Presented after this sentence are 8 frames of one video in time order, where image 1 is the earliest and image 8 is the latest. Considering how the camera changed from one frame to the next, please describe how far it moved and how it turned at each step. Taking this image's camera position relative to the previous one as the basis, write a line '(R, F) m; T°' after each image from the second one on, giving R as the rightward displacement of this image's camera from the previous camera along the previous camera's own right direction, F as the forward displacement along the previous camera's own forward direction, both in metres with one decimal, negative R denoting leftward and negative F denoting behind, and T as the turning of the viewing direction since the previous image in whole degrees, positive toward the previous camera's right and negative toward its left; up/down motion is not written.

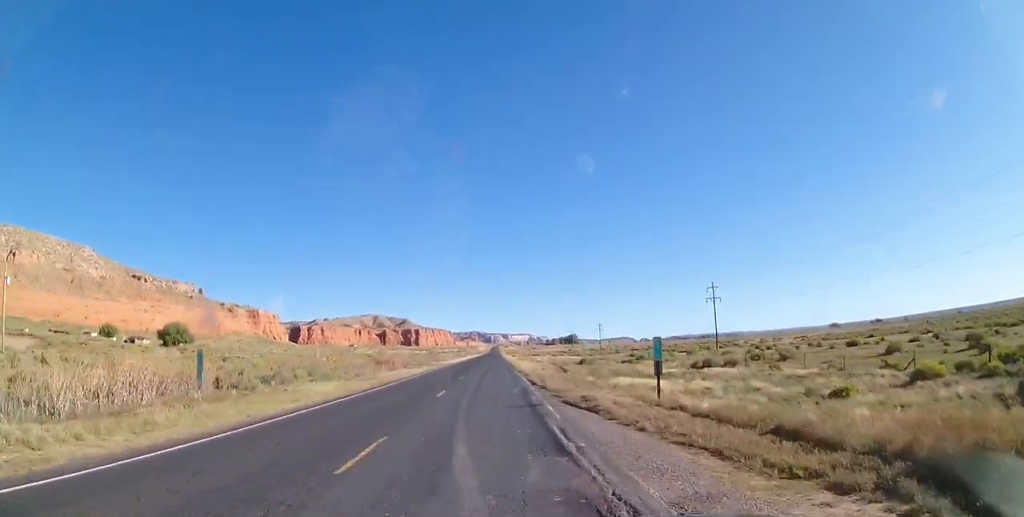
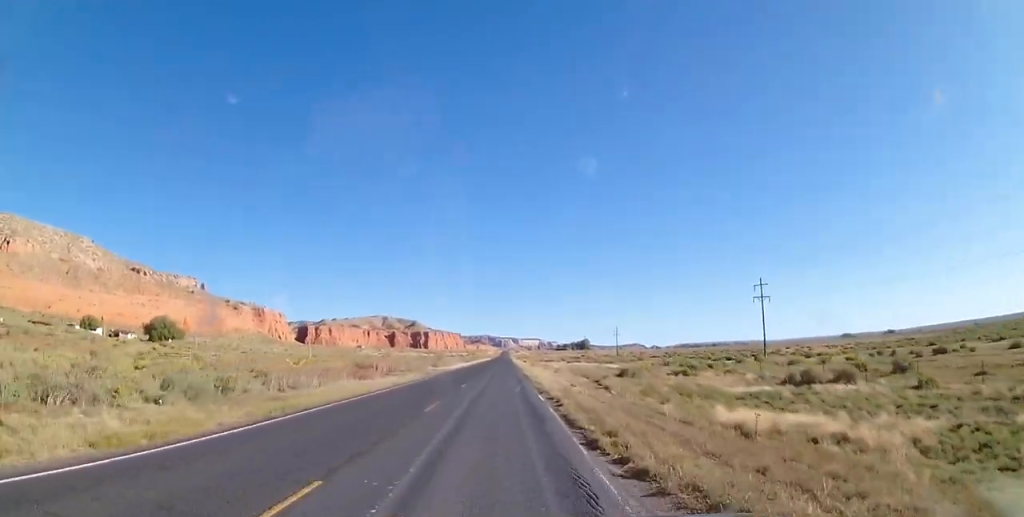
(+0.1, +15.9) m; 0°
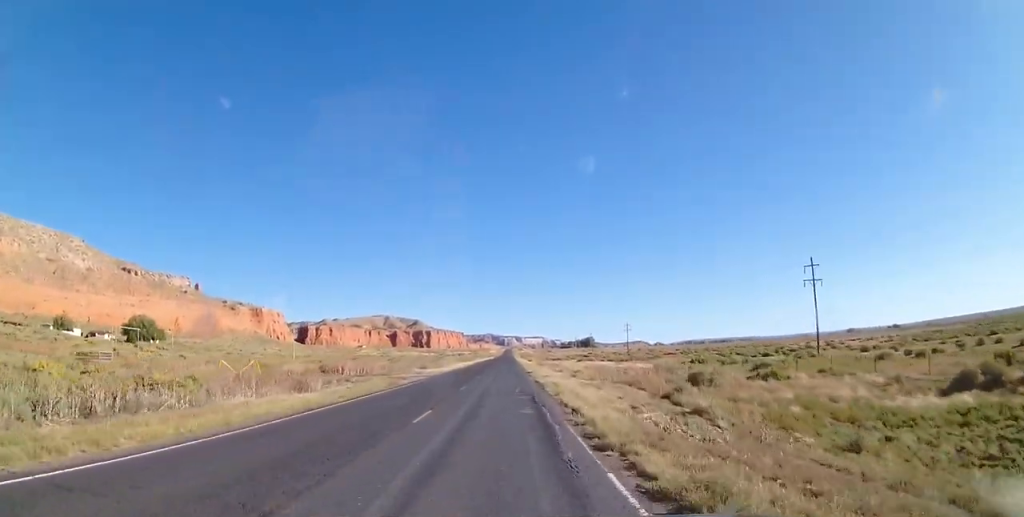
(-0.2, +15.0) m; -1°
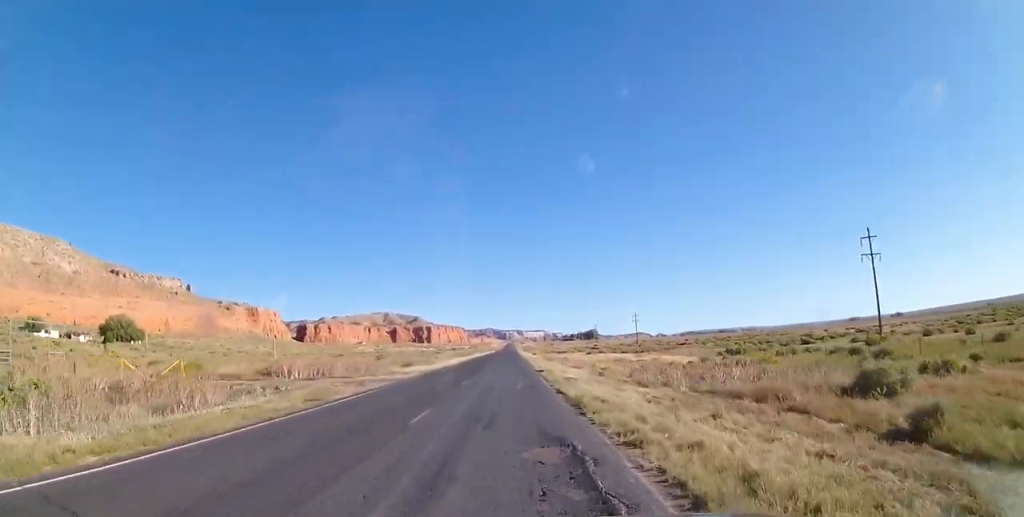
(0.0, +13.4) m; 0°
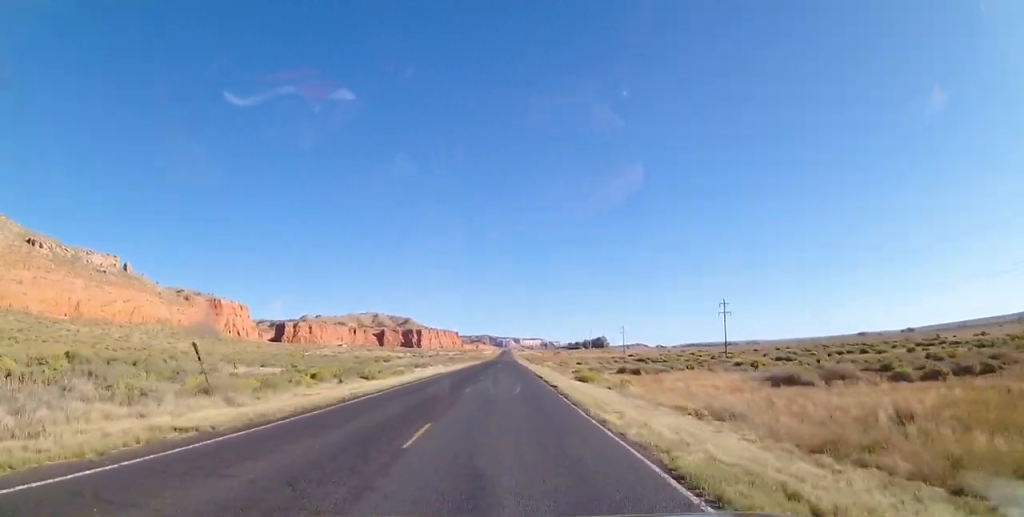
(-0.3, +87.7) m; 0°
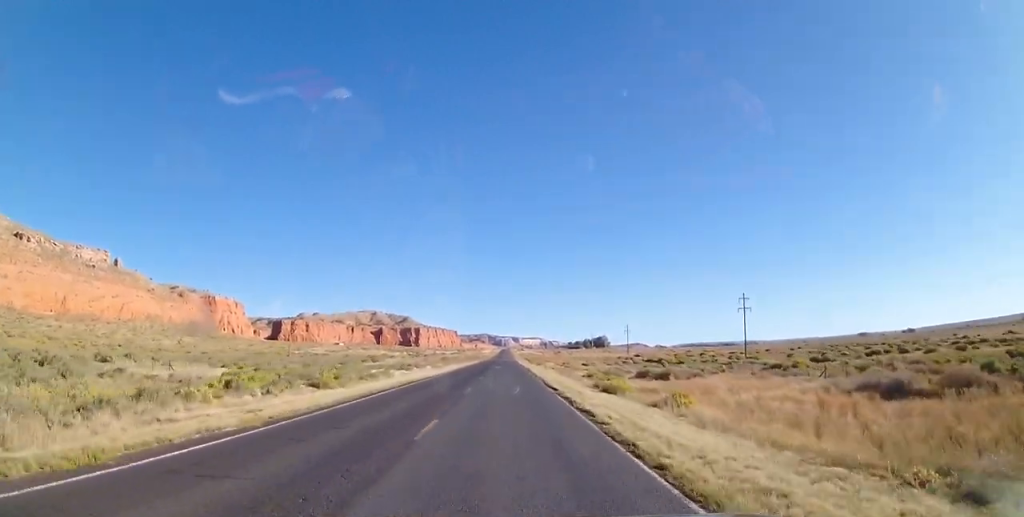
(0.0, +10.8) m; 0°
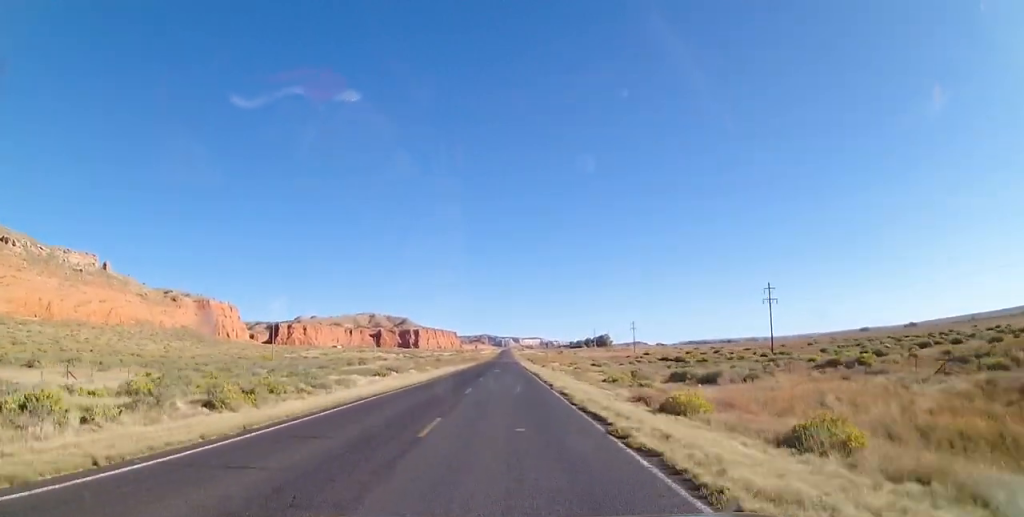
(0.0, +11.6) m; 0°
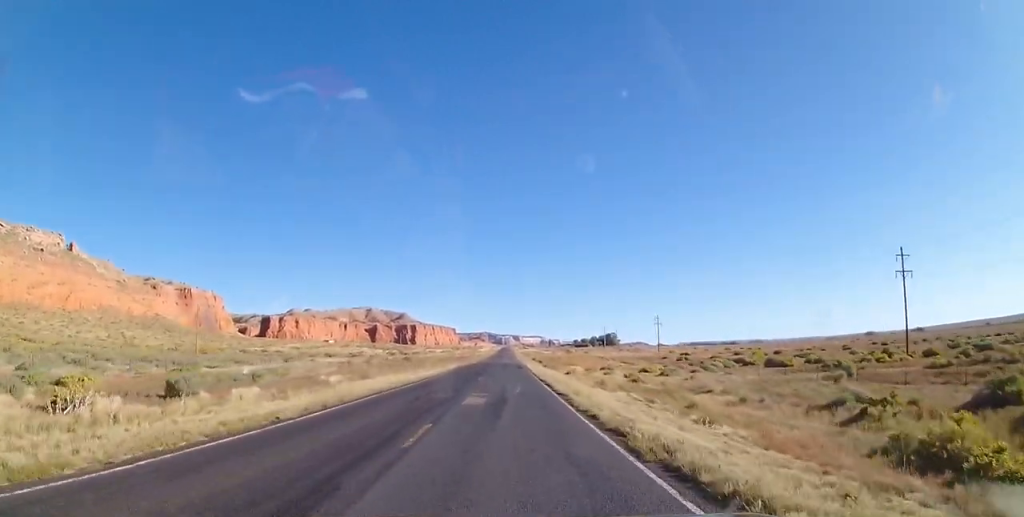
(-0.1, +37.4) m; 0°
